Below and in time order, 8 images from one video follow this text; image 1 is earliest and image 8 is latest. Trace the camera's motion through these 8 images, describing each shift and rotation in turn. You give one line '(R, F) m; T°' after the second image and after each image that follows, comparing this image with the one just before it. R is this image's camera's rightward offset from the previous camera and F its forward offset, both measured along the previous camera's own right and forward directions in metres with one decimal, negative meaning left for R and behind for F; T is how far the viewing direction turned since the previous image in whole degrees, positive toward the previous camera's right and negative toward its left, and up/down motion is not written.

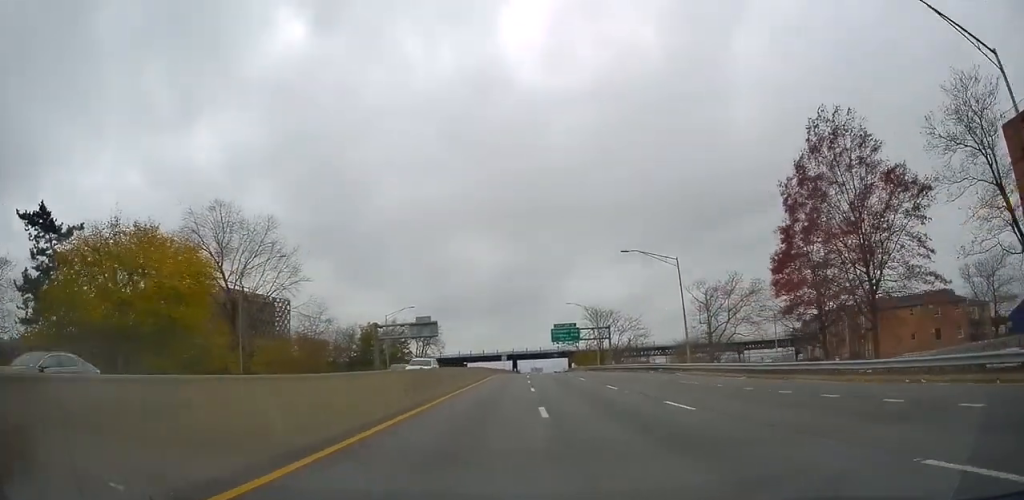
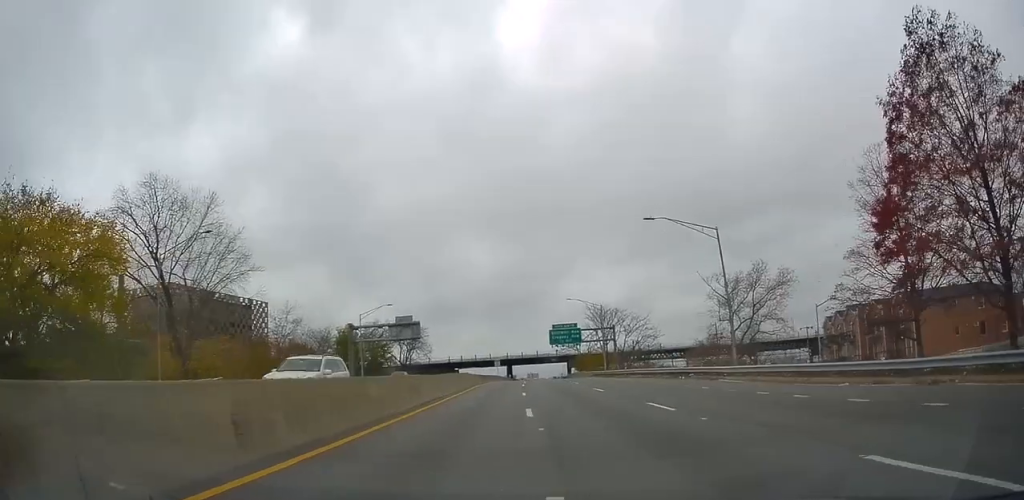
(+0.2, +10.7) m; 0°
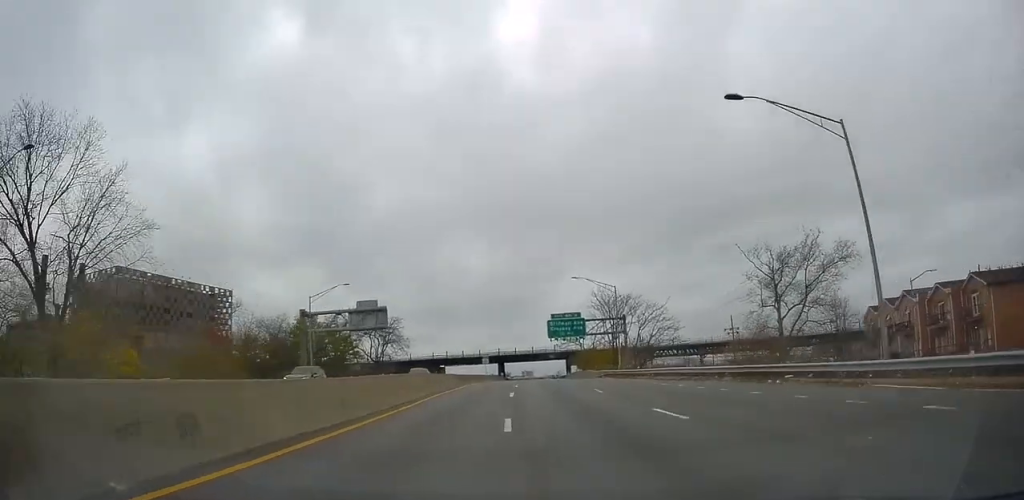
(-0.3, +15.5) m; 0°
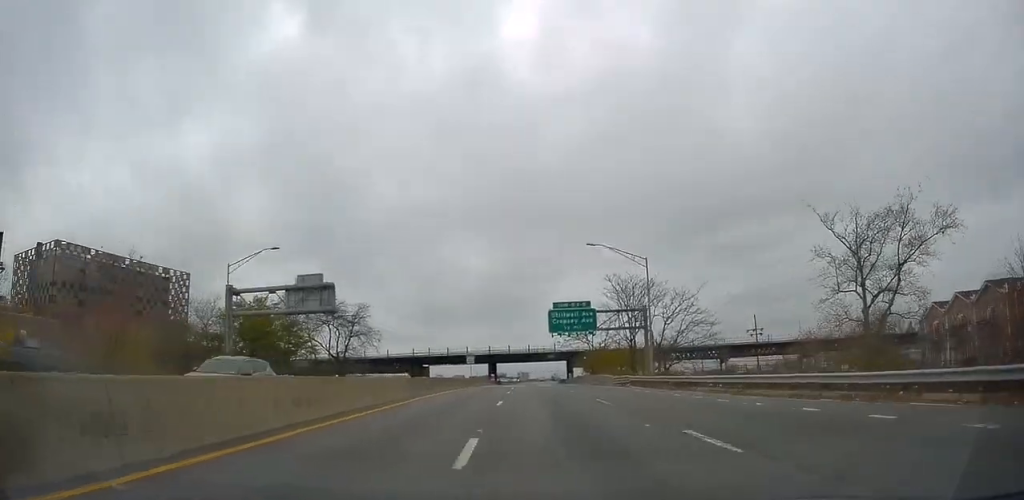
(-0.1, +16.3) m; 0°
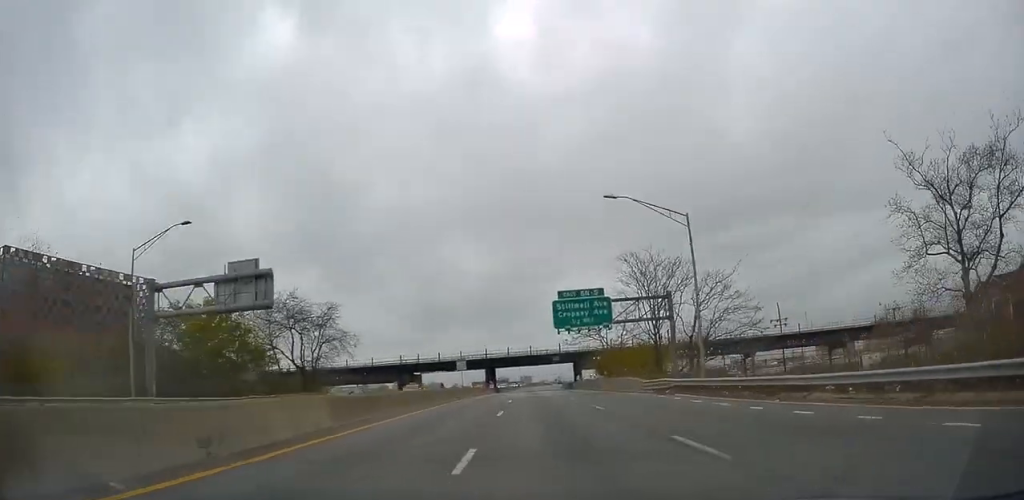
(+0.2, +11.6) m; 0°
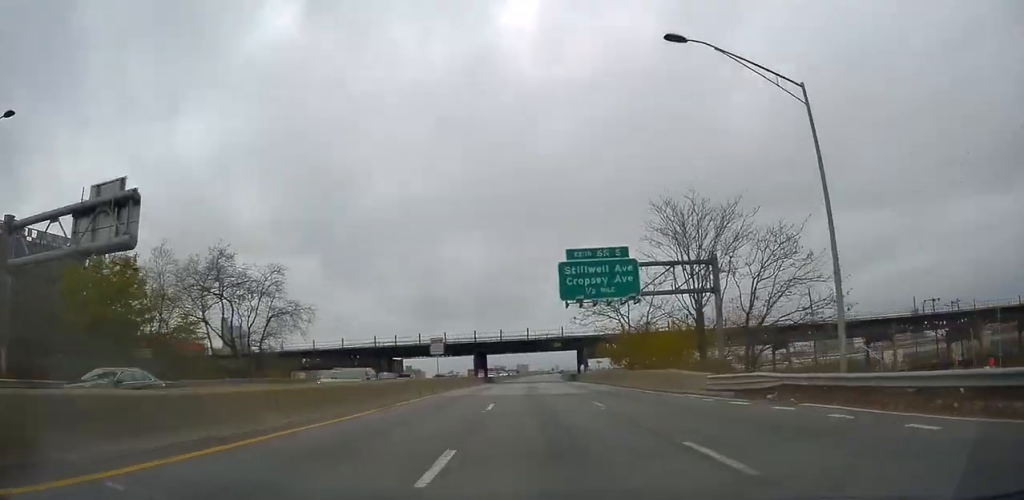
(+0.1, +13.7) m; +1°
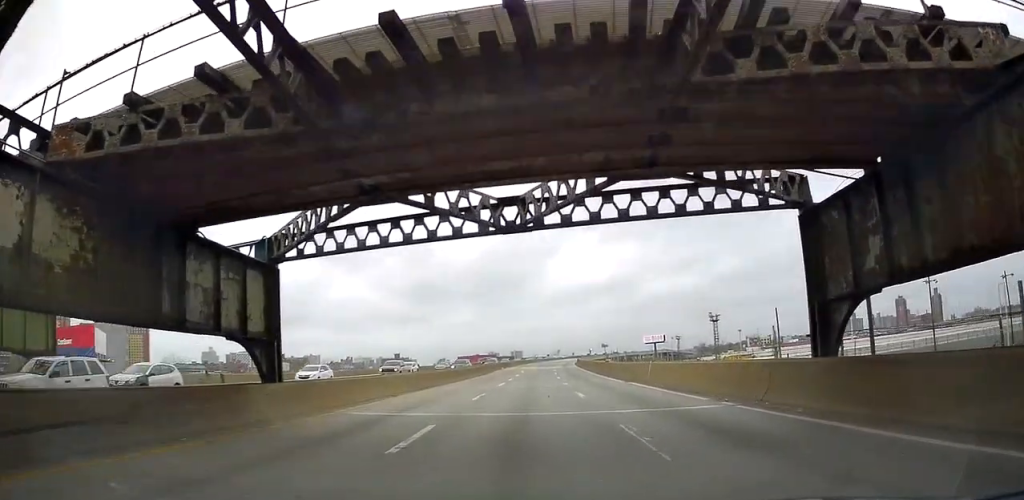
(+0.7, +74.4) m; +1°
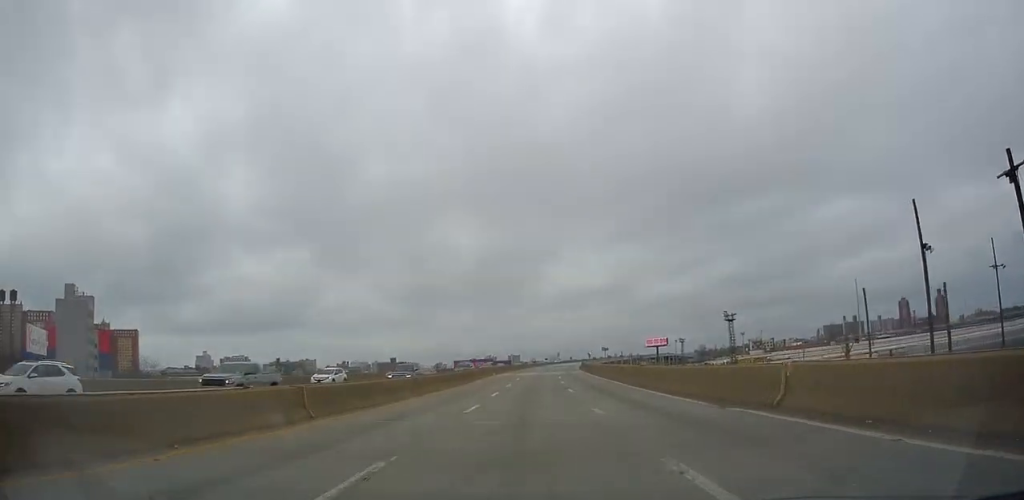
(+0.3, +15.5) m; 0°
